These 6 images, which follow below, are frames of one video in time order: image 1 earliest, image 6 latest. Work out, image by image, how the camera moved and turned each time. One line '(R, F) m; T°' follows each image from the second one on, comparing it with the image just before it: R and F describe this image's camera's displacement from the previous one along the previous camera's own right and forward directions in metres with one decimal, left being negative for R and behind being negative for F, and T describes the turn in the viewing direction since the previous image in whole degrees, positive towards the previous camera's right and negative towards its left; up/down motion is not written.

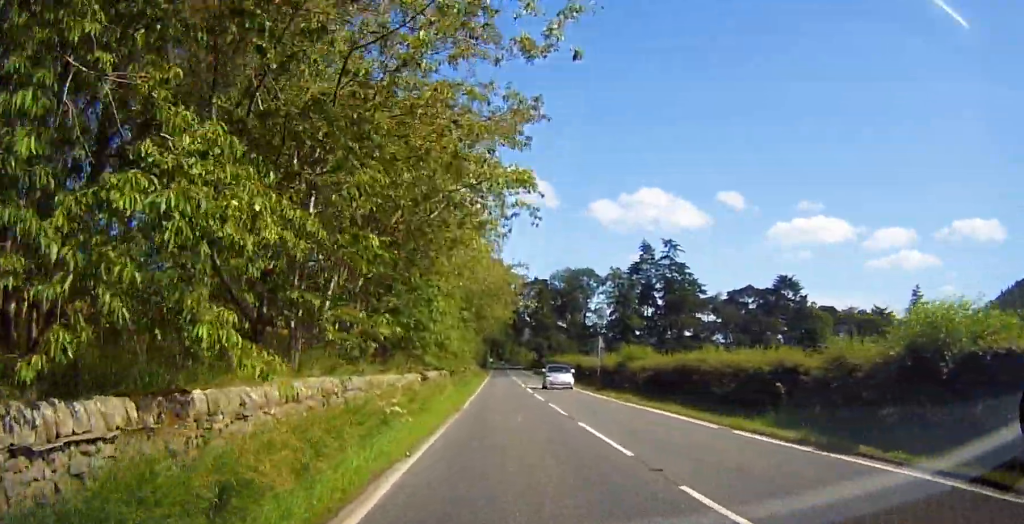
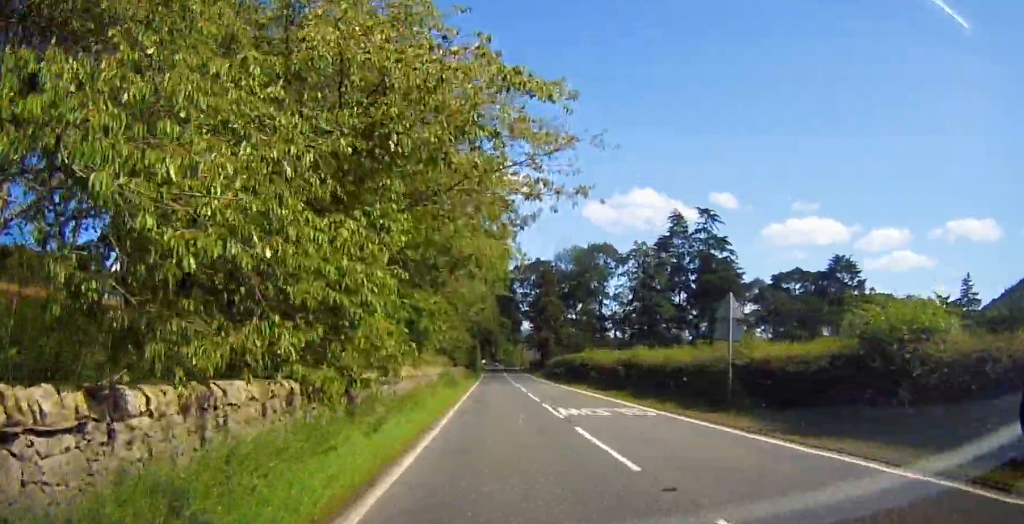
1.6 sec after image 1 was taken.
(-0.1, +28.0) m; 0°
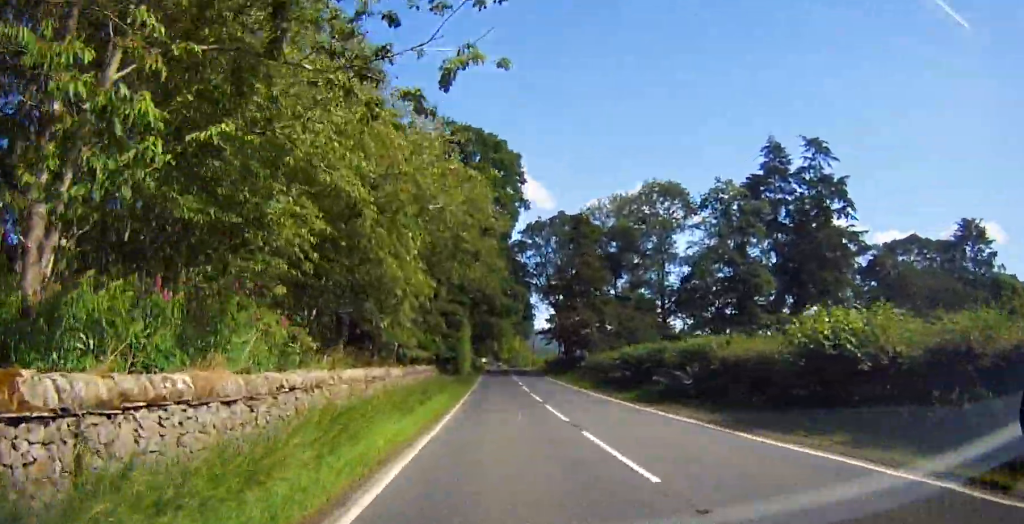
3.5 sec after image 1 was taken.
(0.0, +36.4) m; -1°
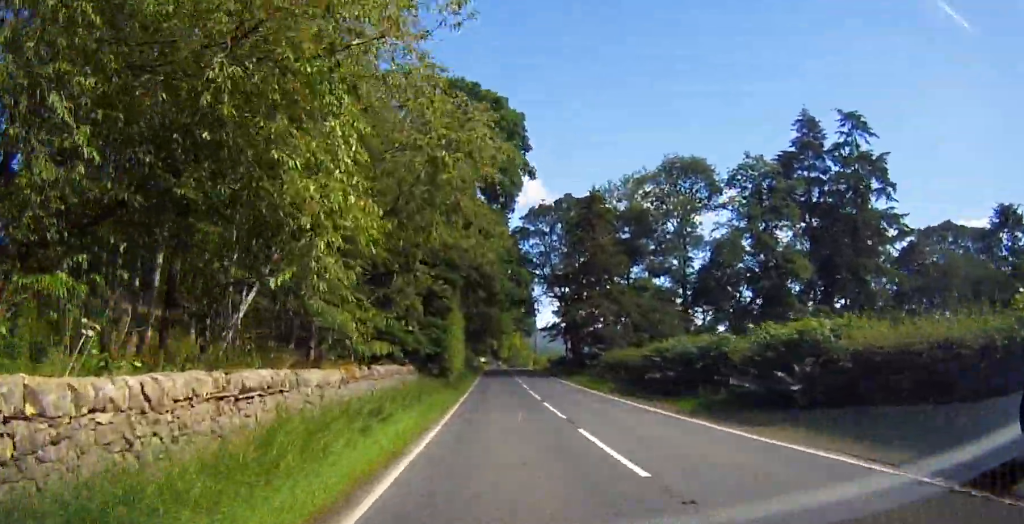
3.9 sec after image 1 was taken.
(0.0, +8.5) m; +1°
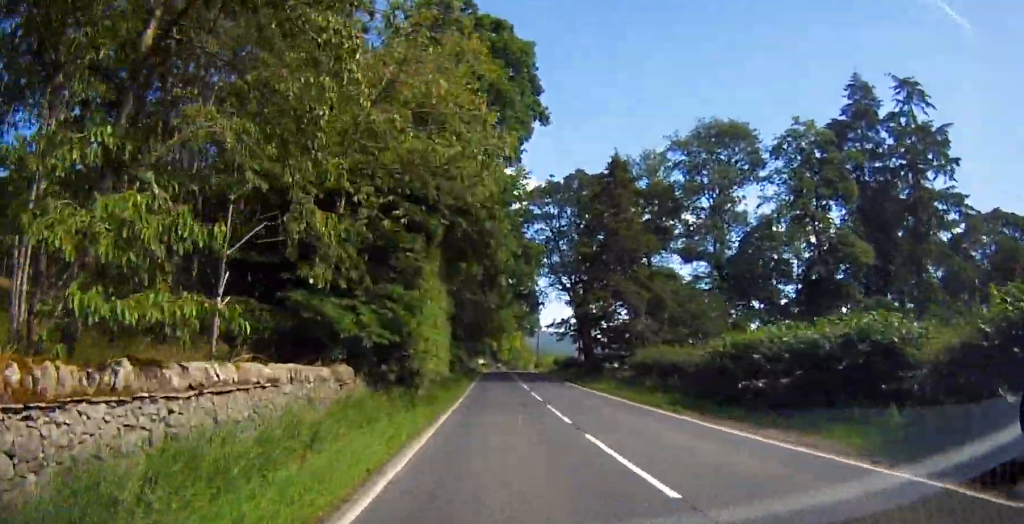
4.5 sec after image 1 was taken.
(-0.1, +10.4) m; +1°
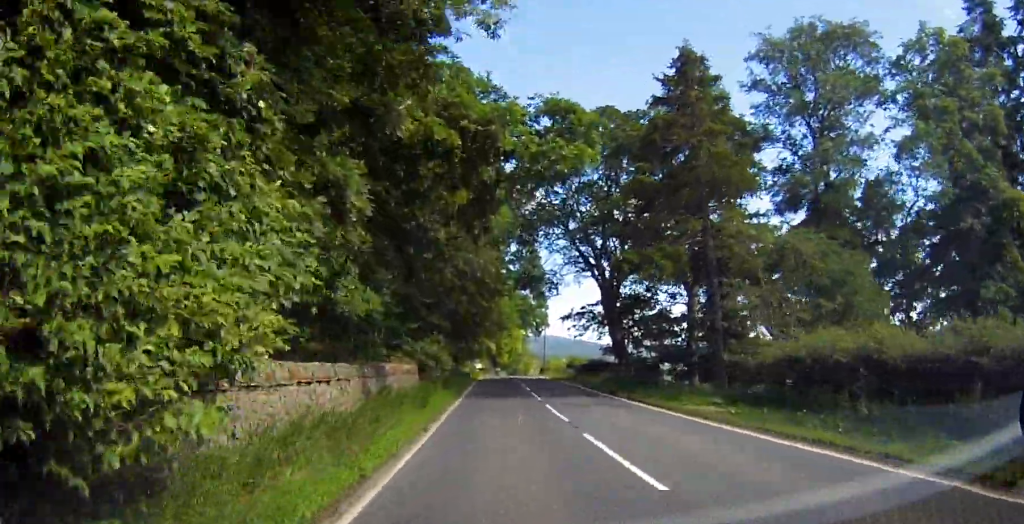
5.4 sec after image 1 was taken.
(+0.4, +17.9) m; 0°
